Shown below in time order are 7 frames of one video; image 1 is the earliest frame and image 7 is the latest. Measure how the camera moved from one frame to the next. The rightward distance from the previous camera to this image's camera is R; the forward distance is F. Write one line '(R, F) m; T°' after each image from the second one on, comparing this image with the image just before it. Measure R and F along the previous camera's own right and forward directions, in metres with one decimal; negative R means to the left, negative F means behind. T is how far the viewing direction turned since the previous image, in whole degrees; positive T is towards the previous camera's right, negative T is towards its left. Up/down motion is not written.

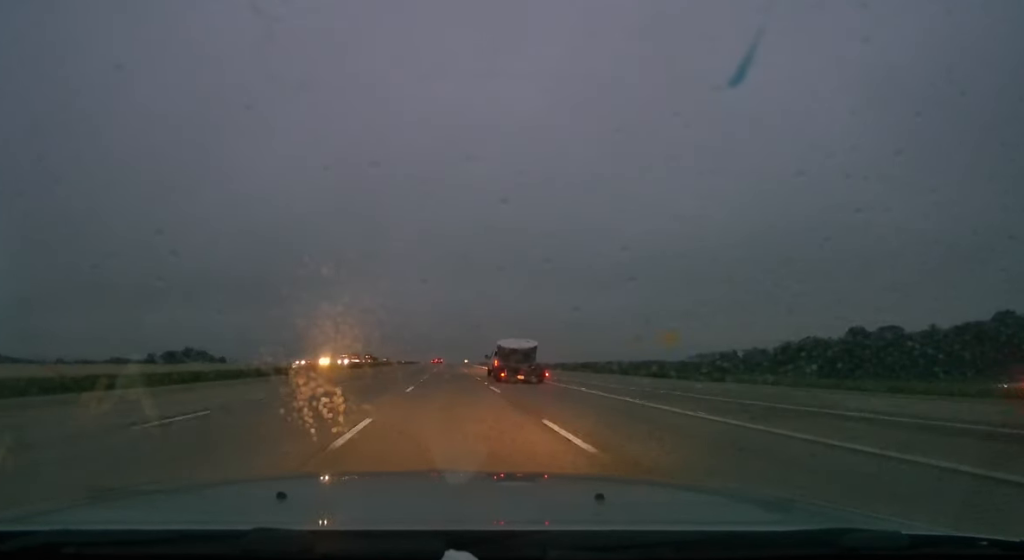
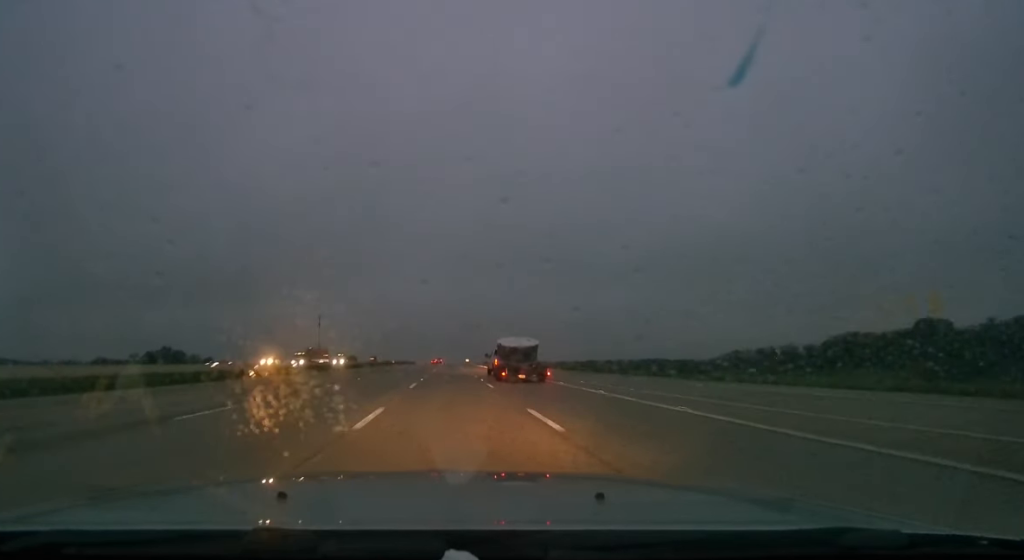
(0.0, +21.8) m; 0°
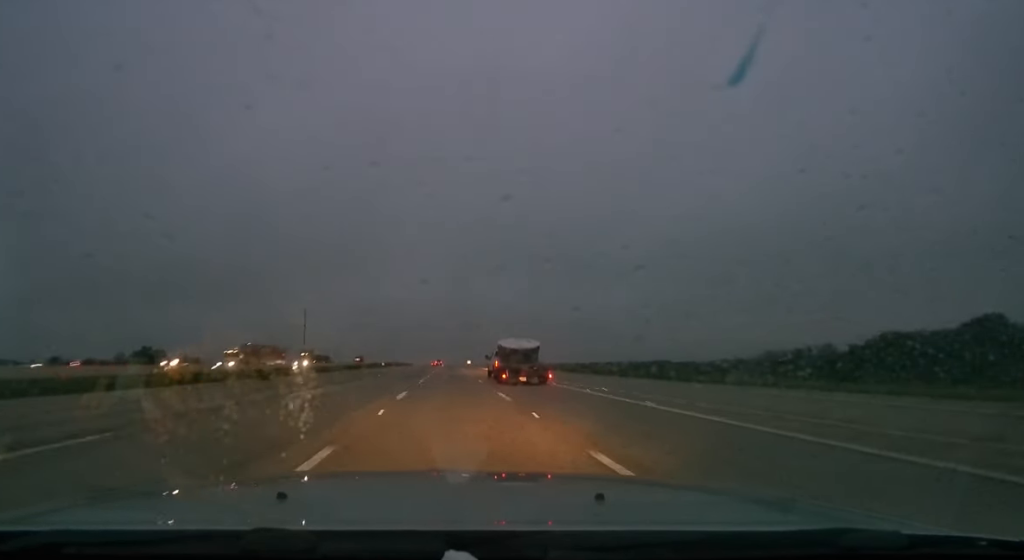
(0.0, +17.2) m; 0°
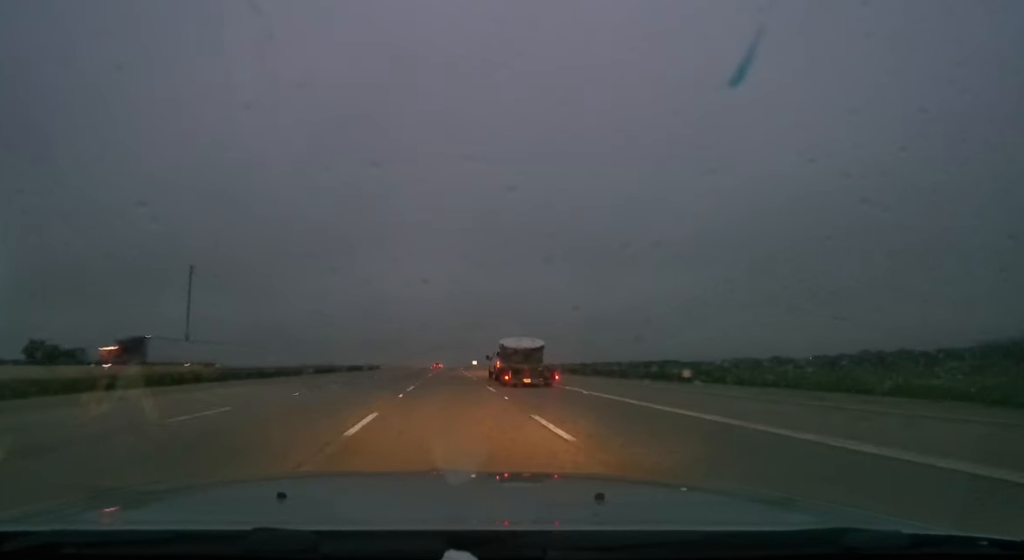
(+0.1, +69.4) m; 0°
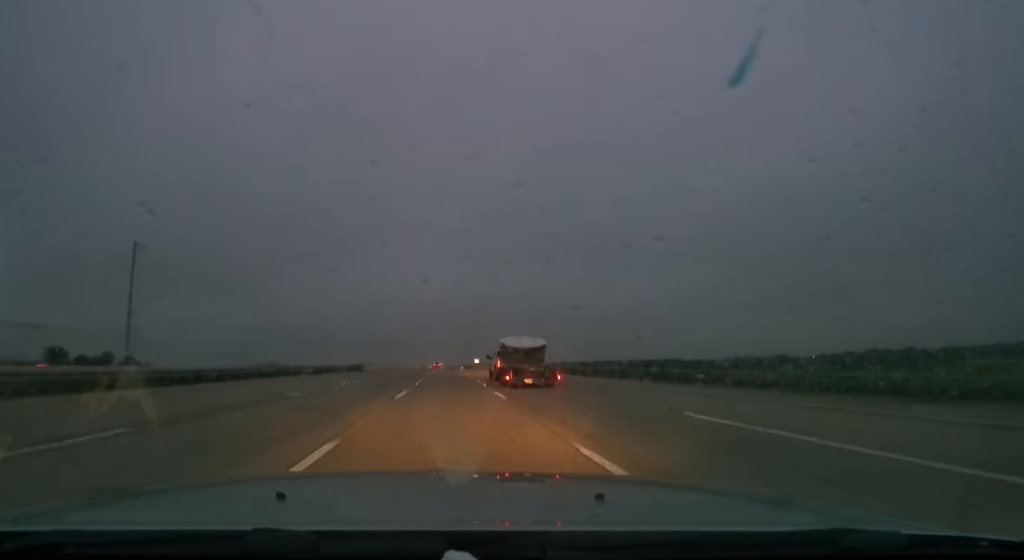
(0.0, +17.0) m; 0°
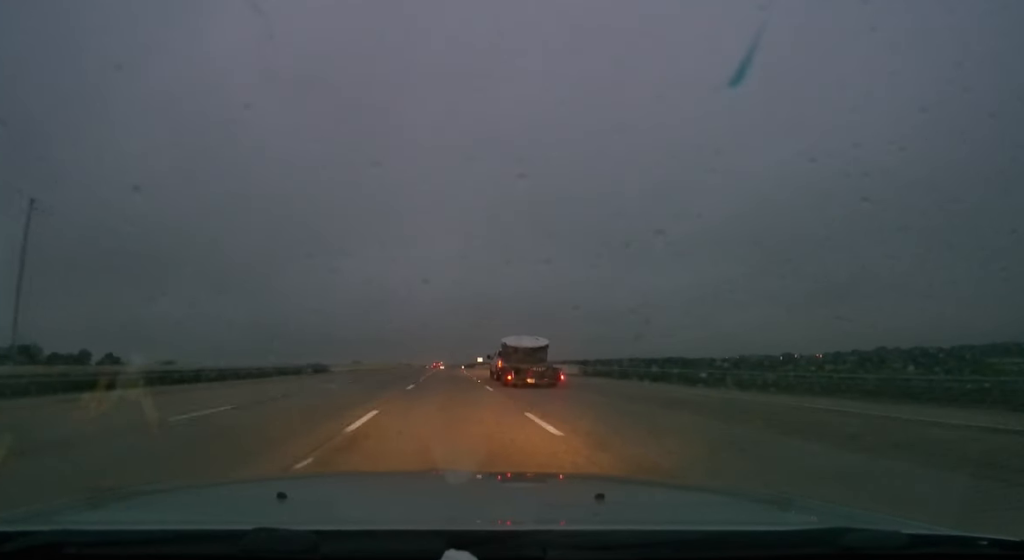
(0.0, +21.1) m; 0°
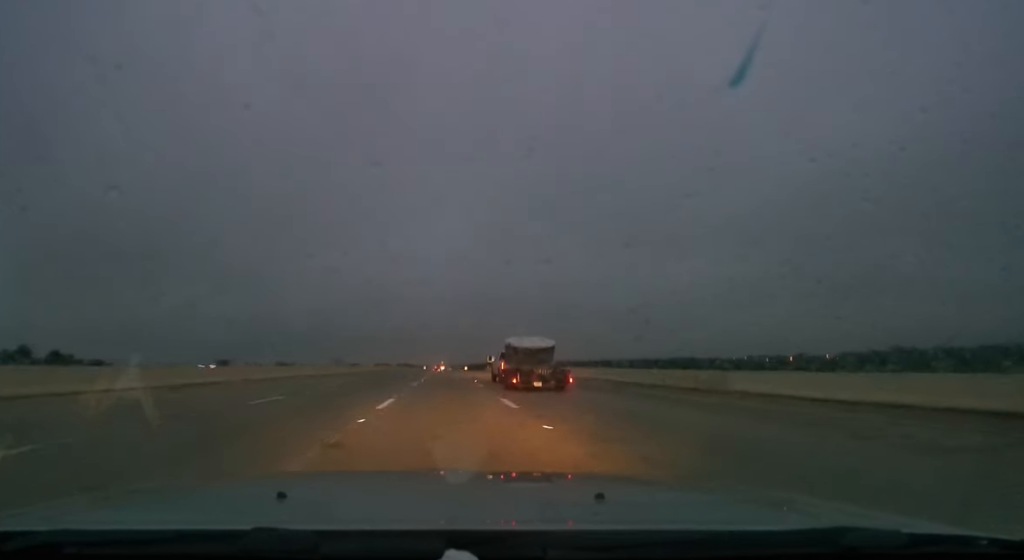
(0.0, +45.3) m; 0°
